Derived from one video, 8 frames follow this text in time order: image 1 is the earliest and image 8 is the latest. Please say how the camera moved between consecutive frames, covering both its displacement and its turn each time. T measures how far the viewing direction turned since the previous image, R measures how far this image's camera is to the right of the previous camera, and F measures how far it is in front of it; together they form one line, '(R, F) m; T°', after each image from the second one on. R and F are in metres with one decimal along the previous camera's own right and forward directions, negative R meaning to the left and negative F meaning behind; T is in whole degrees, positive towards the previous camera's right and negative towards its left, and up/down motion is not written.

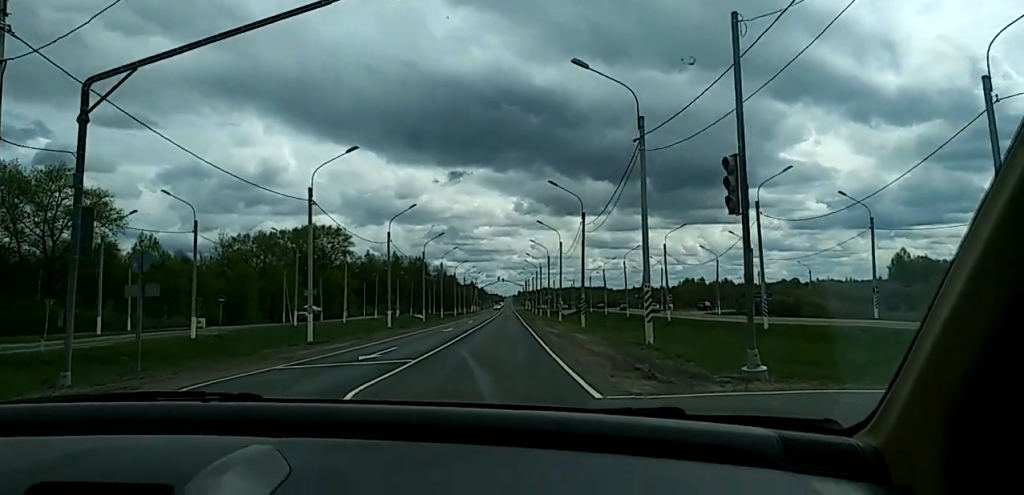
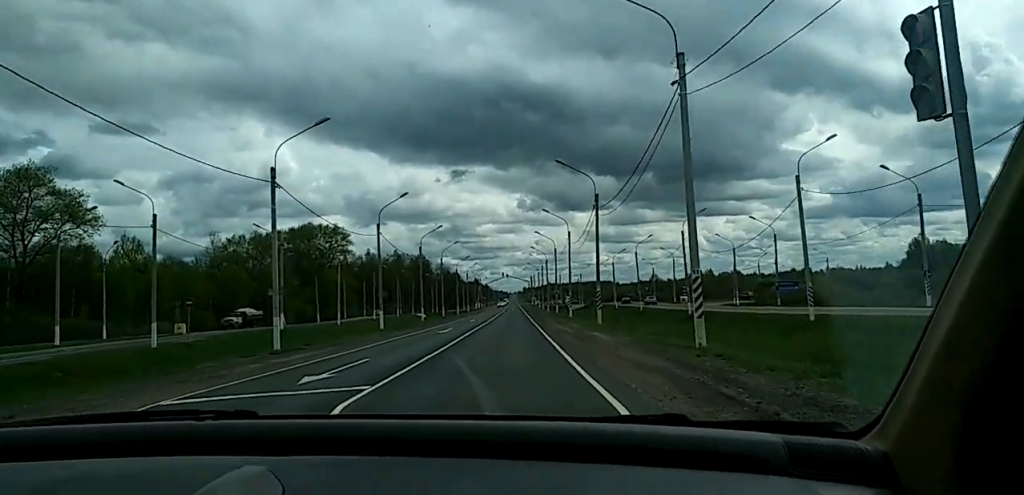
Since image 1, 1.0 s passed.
(-0.2, +7.6) m; -1°
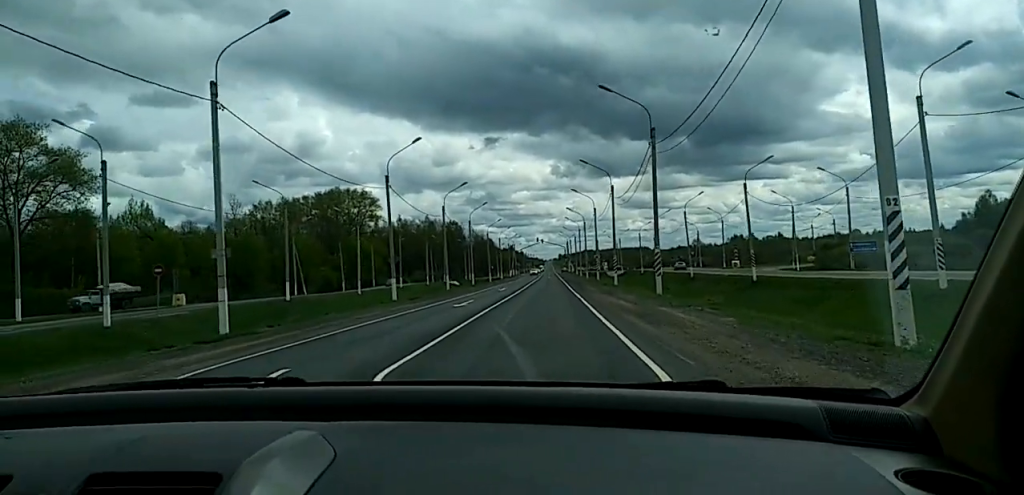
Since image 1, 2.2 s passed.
(+0.1, +11.0) m; 0°
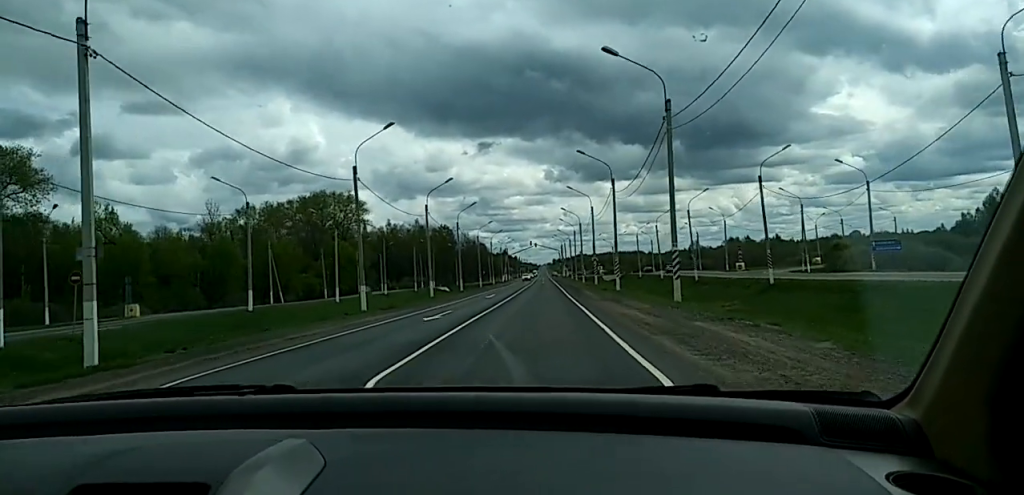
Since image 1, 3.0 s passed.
(-0.1, +7.7) m; 0°
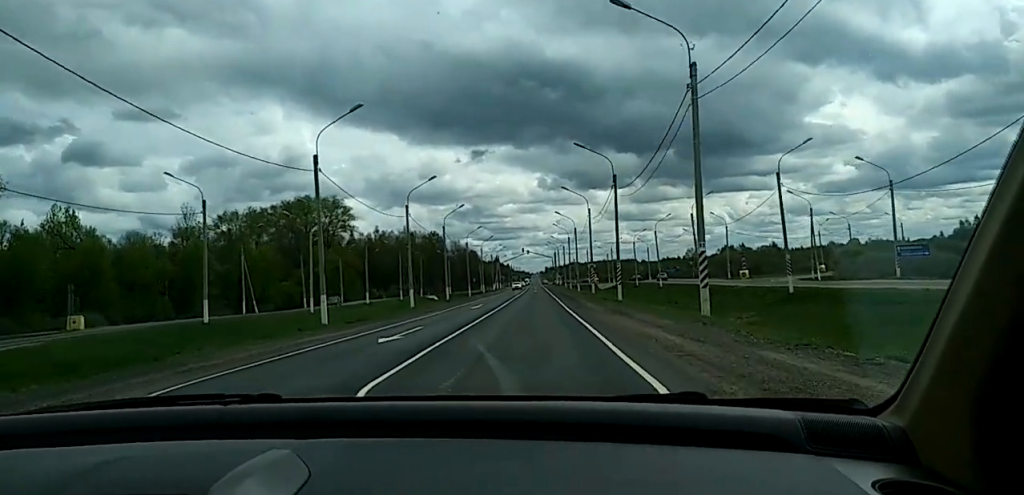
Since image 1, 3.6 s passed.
(0.0, +6.9) m; 0°
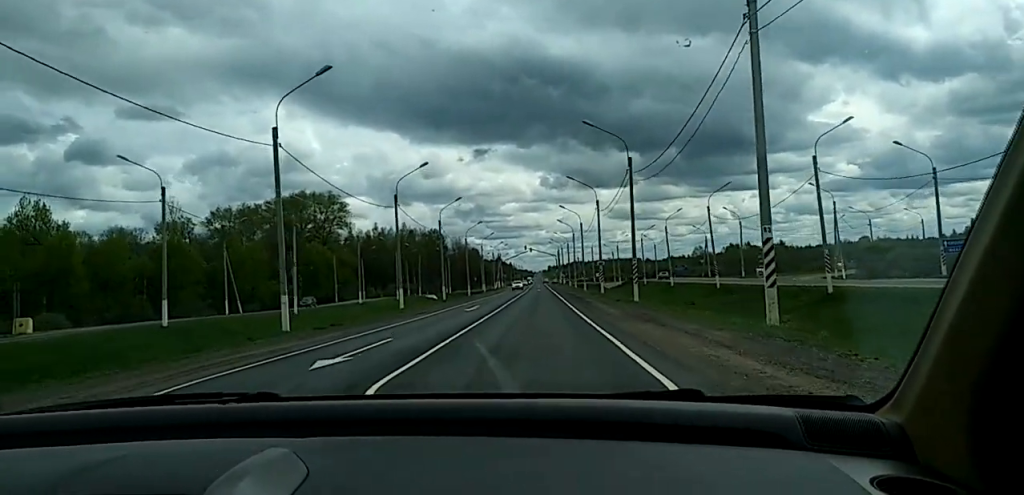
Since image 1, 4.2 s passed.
(+0.1, +7.5) m; 0°
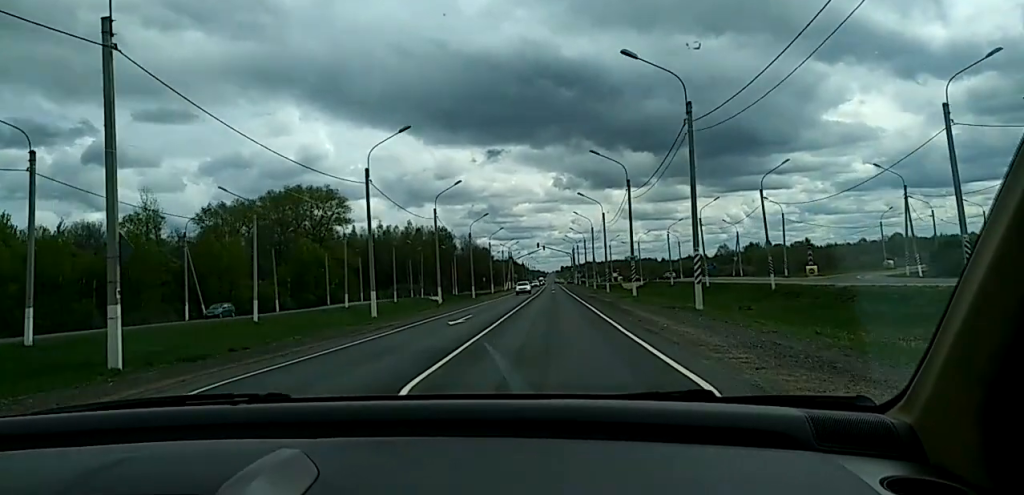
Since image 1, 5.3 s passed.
(0.0, +15.3) m; -1°
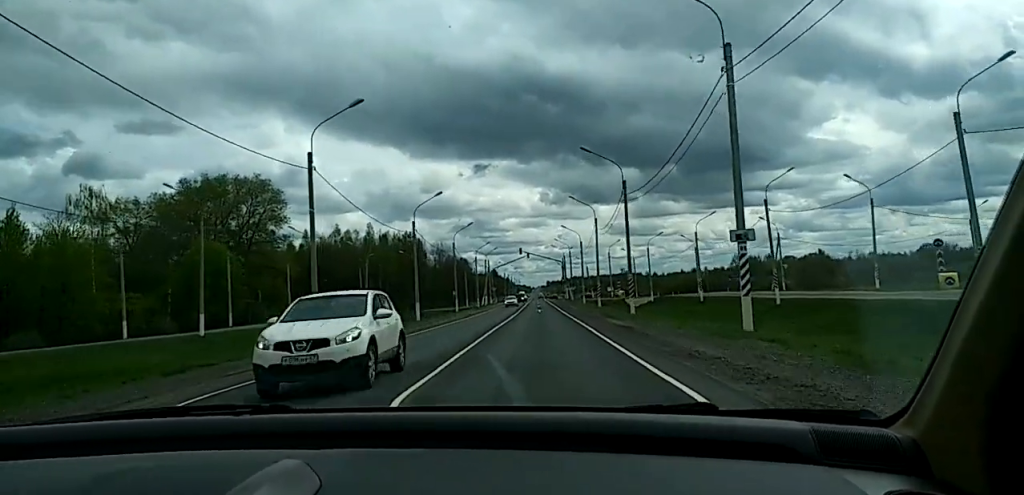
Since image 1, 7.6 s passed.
(+0.4, +36.5) m; +2°
